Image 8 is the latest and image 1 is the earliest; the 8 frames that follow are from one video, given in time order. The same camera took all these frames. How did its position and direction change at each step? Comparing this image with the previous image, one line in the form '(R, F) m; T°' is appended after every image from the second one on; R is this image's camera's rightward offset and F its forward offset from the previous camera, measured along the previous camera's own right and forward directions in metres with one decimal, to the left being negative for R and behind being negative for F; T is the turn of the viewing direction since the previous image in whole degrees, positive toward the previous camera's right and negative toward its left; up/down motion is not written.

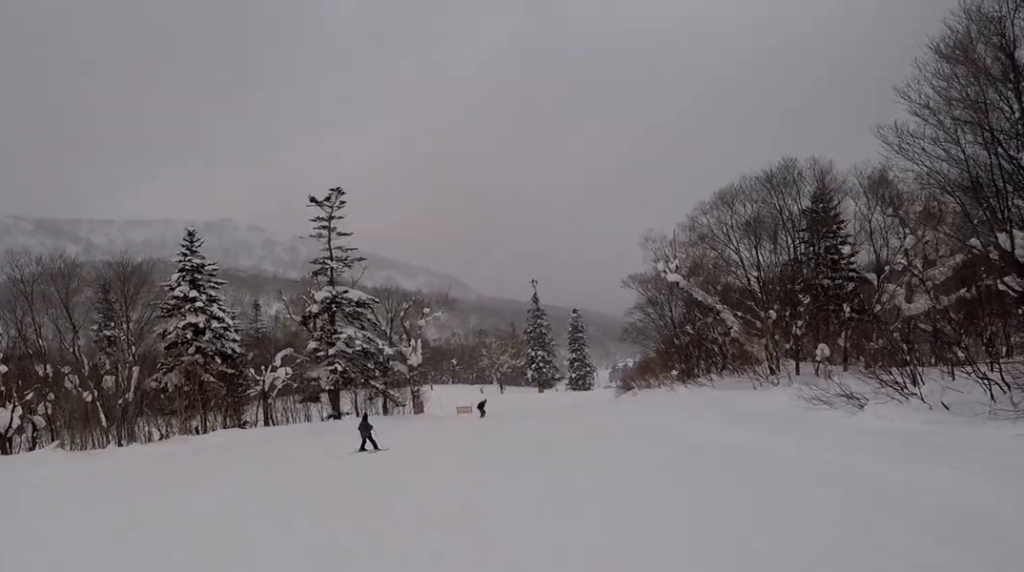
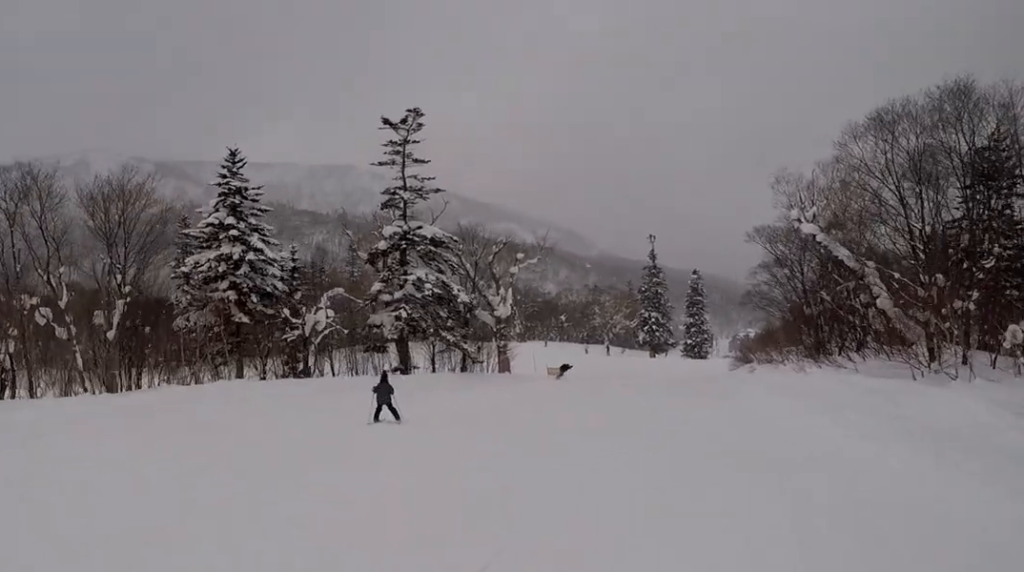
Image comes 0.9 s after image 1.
(-0.4, +8.6) m; -9°
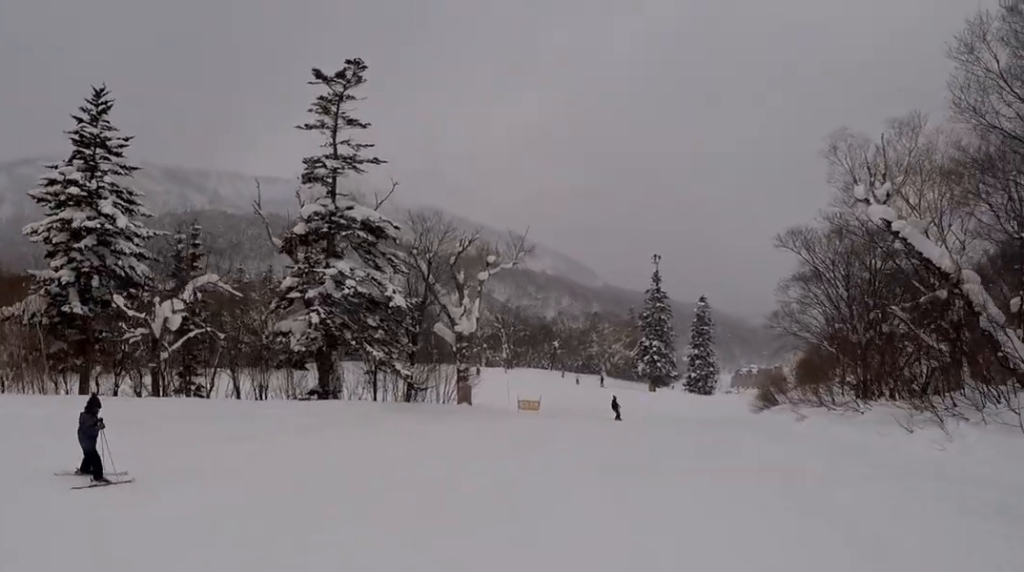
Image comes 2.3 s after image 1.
(-1.8, +12.6) m; 0°
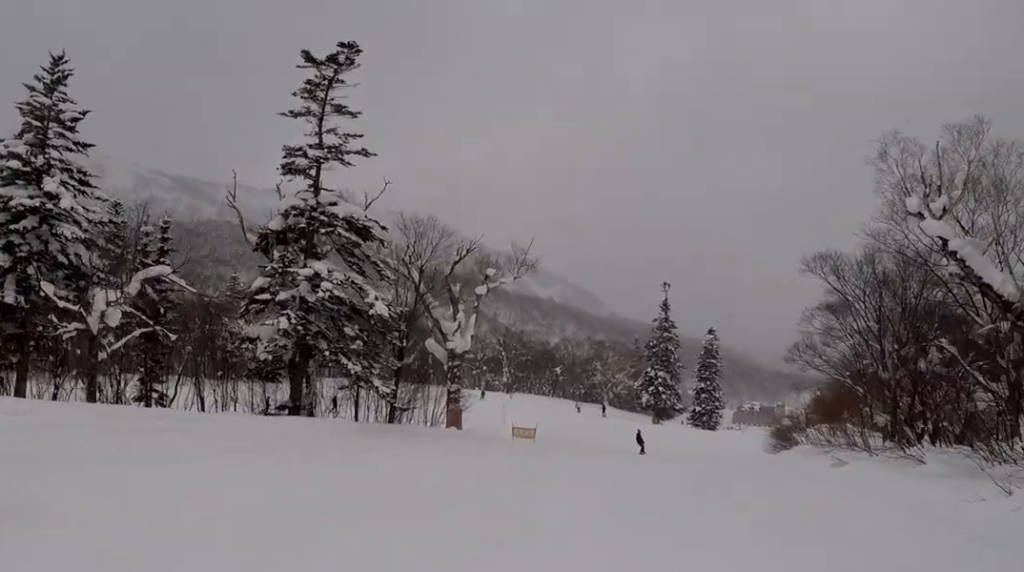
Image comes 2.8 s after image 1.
(+0.8, +4.2) m; +3°
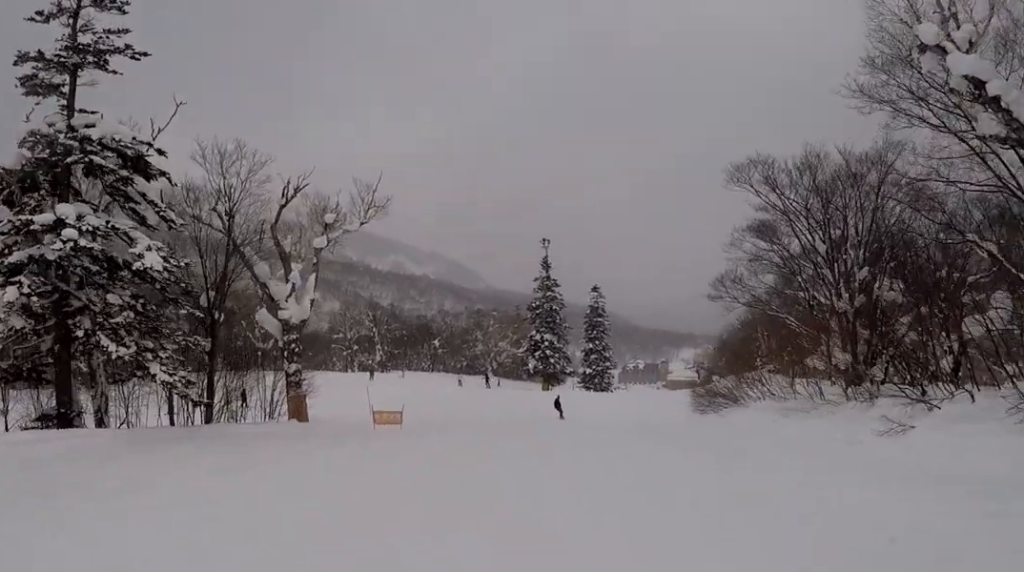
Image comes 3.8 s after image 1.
(+0.8, +10.2) m; +1°
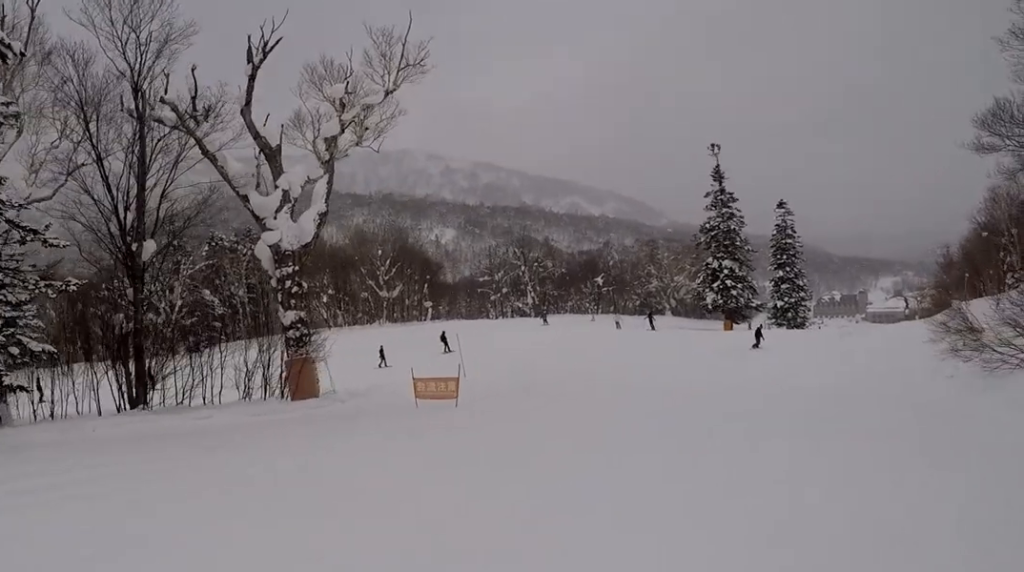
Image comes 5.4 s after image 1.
(-0.8, +14.5) m; -3°
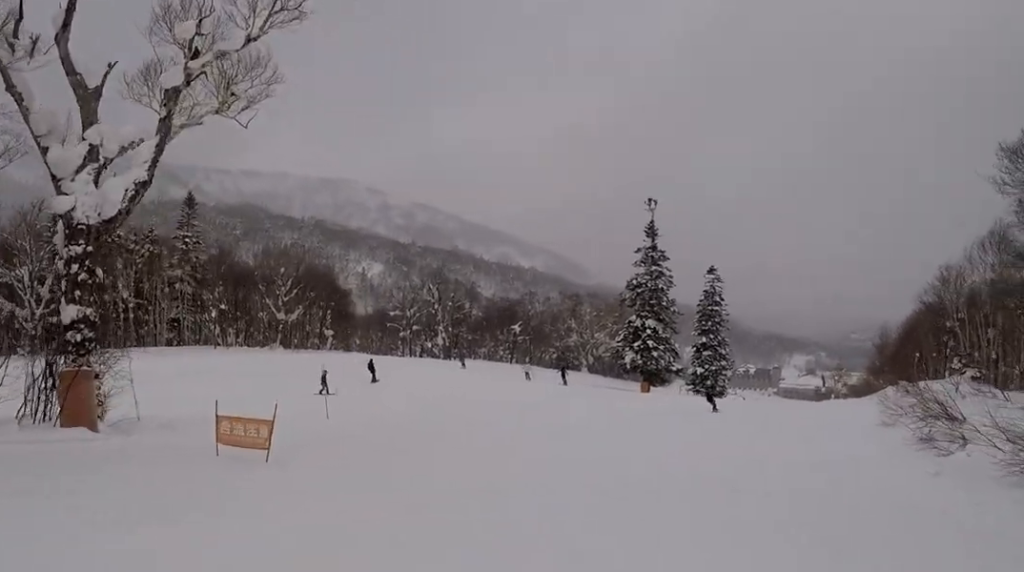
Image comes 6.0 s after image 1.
(0.0, +6.4) m; +4°
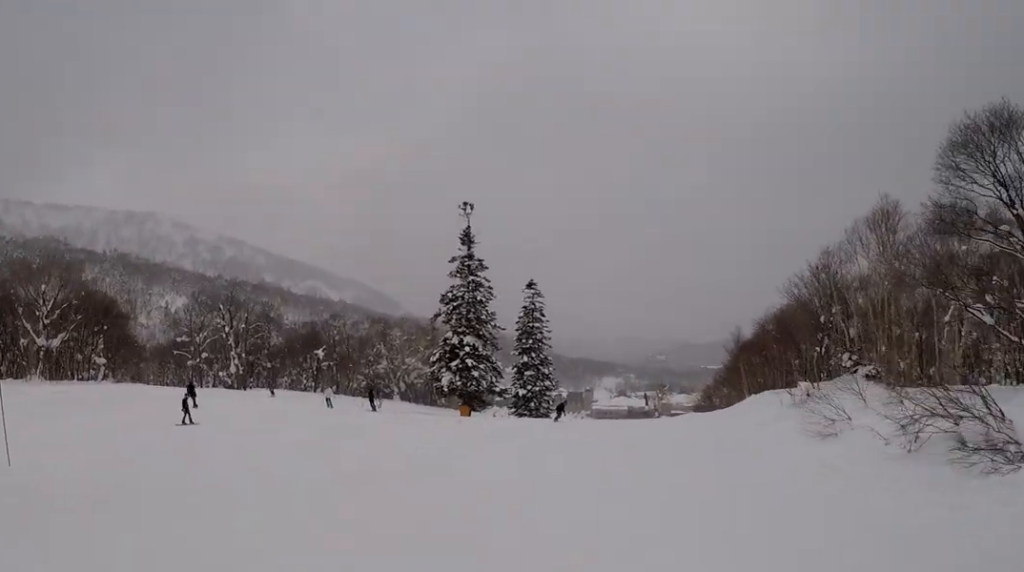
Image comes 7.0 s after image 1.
(+0.6, +9.4) m; +5°
